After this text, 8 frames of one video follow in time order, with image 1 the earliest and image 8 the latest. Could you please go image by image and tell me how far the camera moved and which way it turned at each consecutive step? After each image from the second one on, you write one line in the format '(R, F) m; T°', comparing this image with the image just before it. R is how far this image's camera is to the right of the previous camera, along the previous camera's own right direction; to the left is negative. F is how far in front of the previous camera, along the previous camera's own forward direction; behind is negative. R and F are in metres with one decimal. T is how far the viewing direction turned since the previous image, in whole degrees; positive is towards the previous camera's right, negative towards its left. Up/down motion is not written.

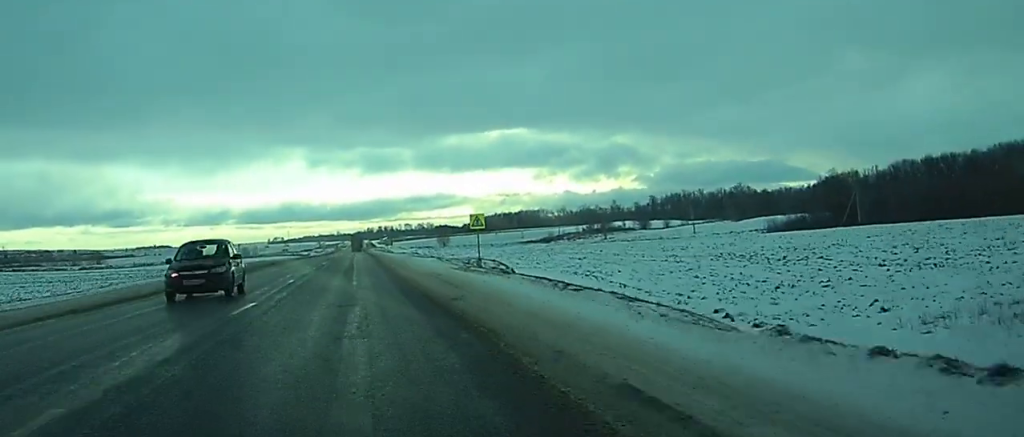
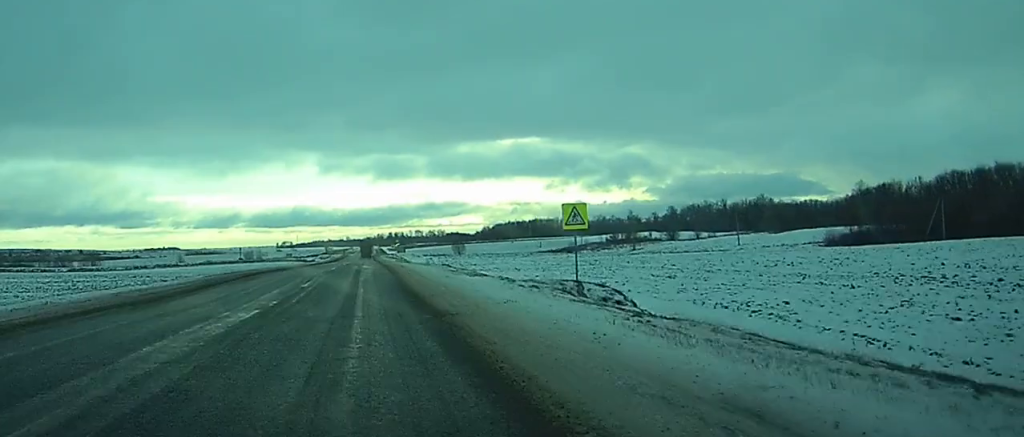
(-0.1, +23.6) m; -1°
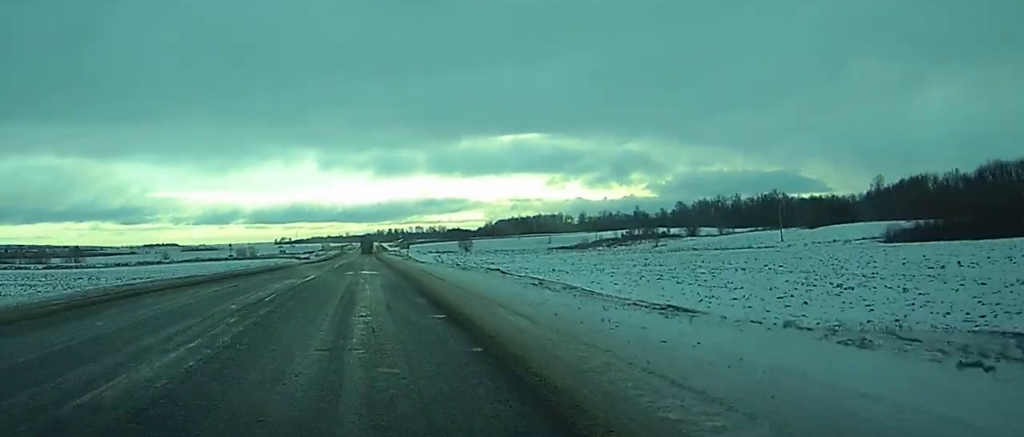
(-0.2, +23.7) m; 0°
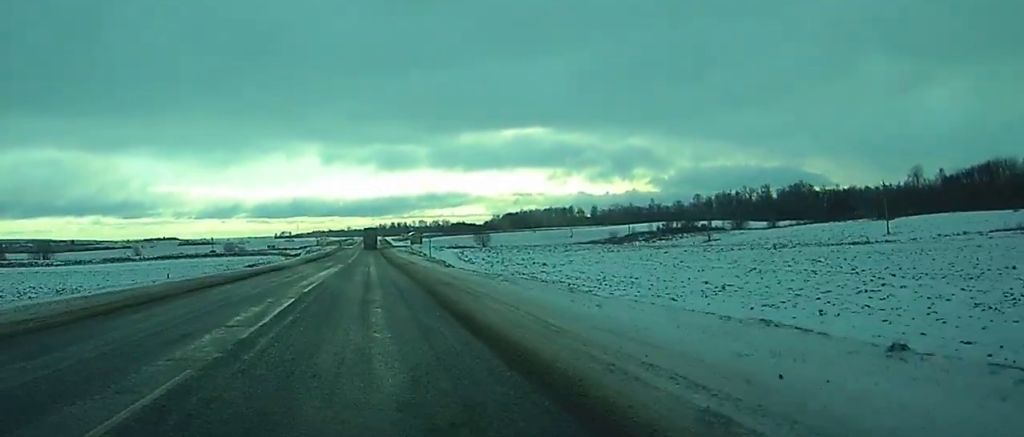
(-0.1, +42.3) m; 0°
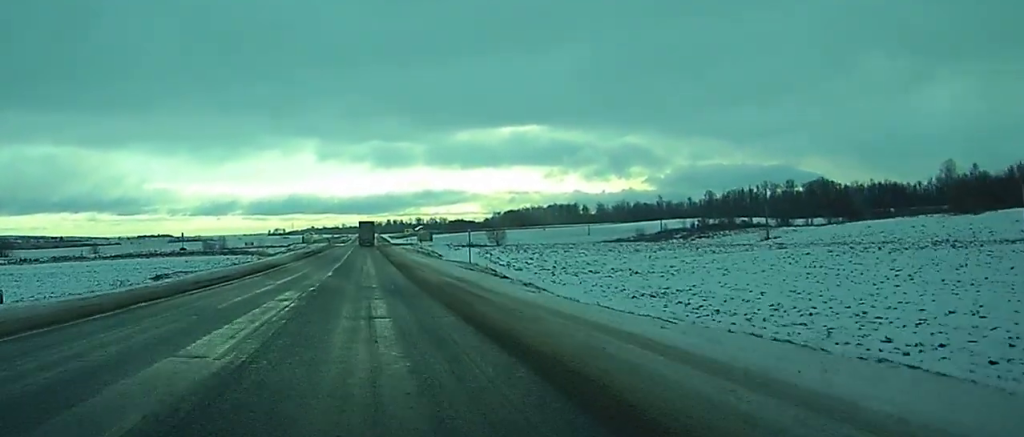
(0.0, +38.7) m; 0°
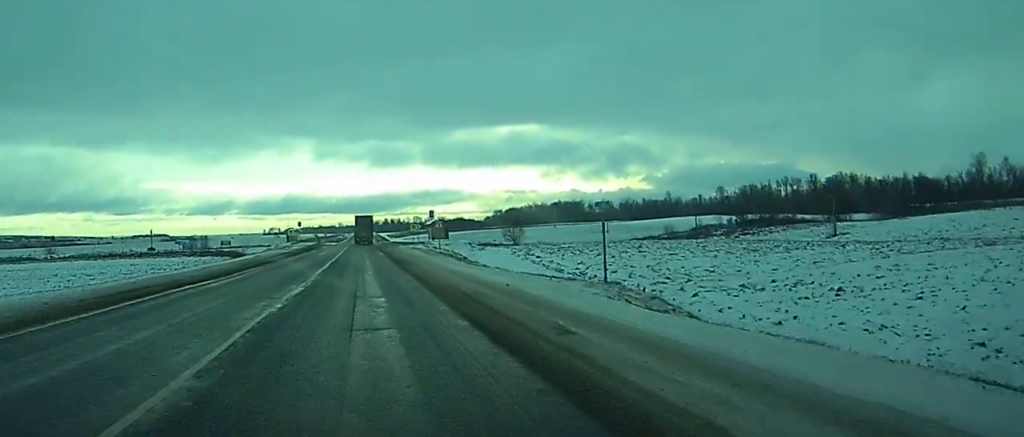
(0.0, +31.9) m; 0°
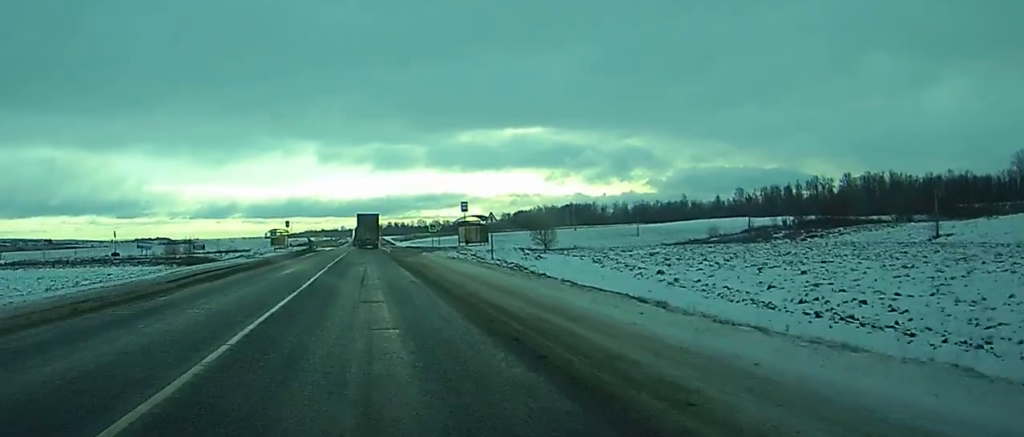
(0.0, +33.2) m; 0°
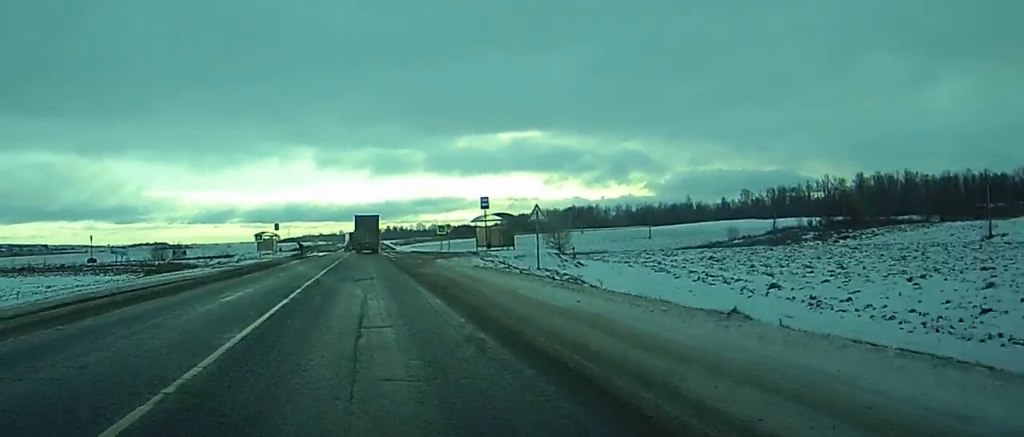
(0.0, +14.7) m; 0°
